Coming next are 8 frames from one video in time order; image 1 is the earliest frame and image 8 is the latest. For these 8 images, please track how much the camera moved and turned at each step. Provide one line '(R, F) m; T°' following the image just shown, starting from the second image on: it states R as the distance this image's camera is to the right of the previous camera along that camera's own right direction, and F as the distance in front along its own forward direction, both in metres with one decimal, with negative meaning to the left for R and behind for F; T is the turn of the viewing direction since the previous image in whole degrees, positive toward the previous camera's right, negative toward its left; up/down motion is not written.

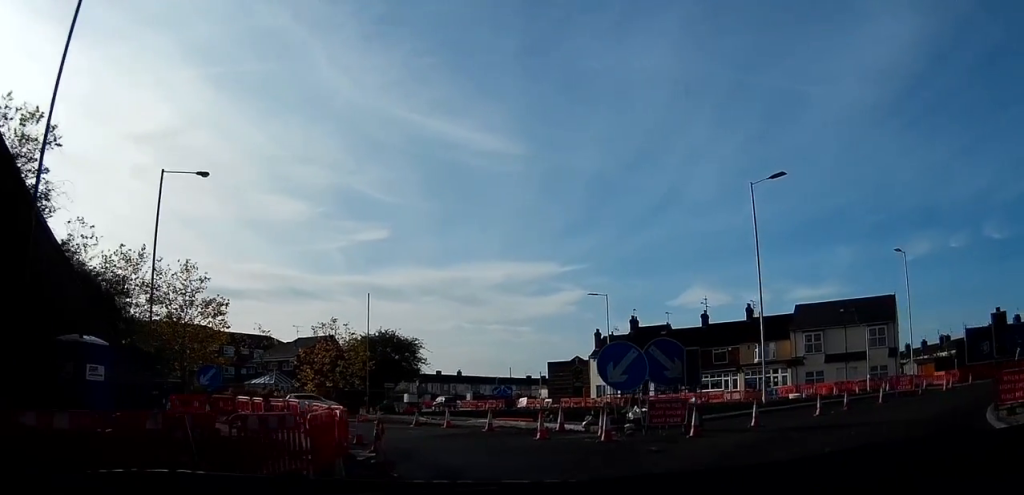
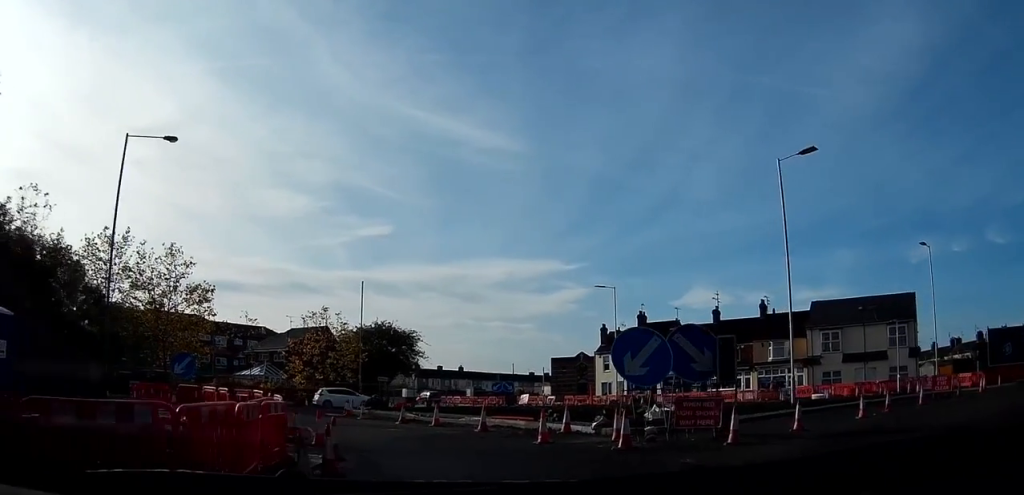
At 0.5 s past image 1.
(+0.2, +3.6) m; +1°
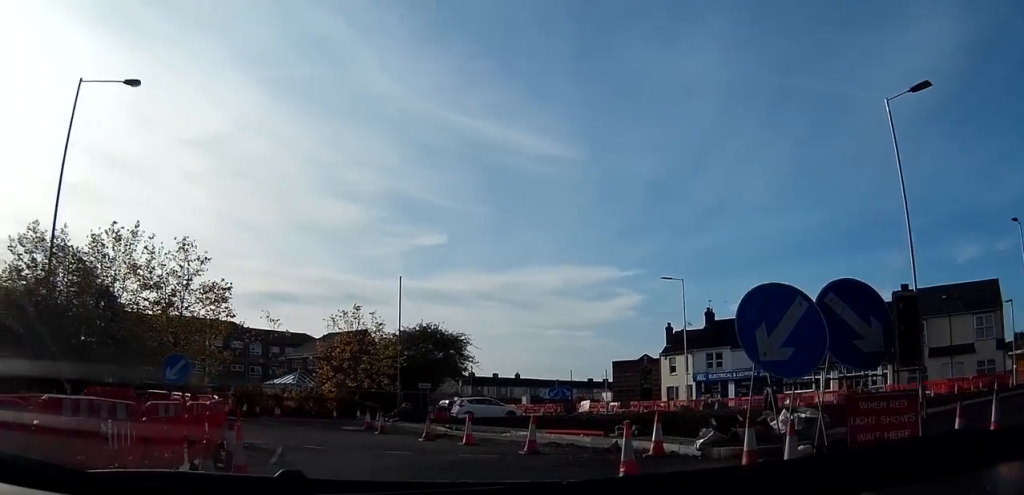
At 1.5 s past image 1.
(+0.1, +7.0) m; -1°
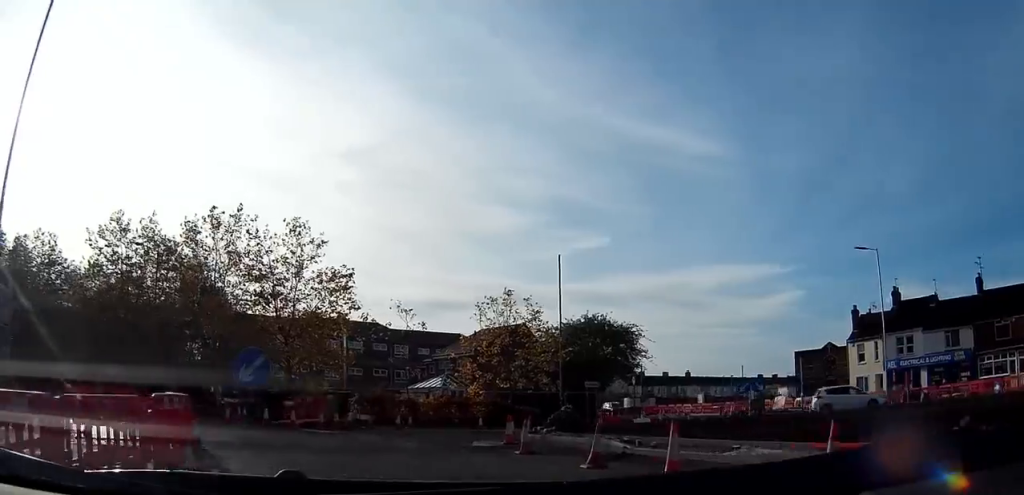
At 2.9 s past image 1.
(-0.2, +9.4) m; -7°
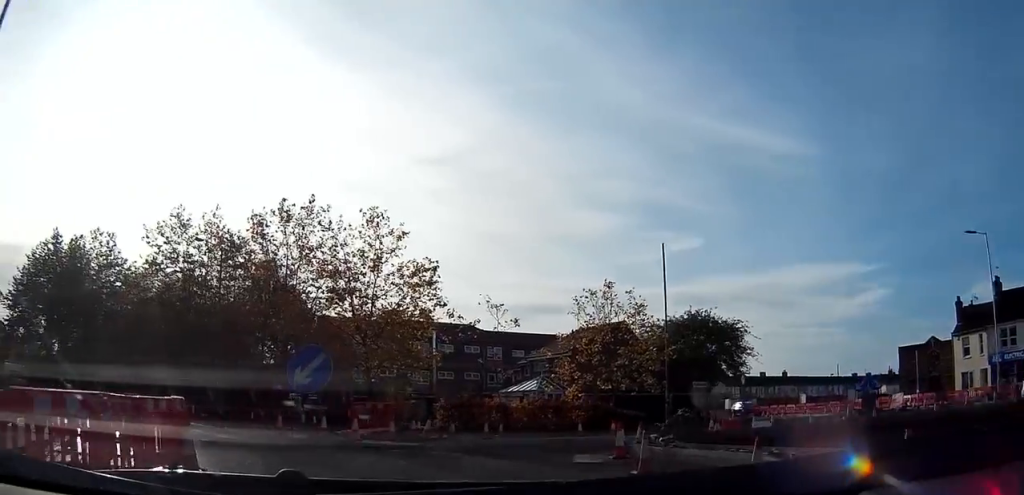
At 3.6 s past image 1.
(-0.4, +4.2) m; -8°
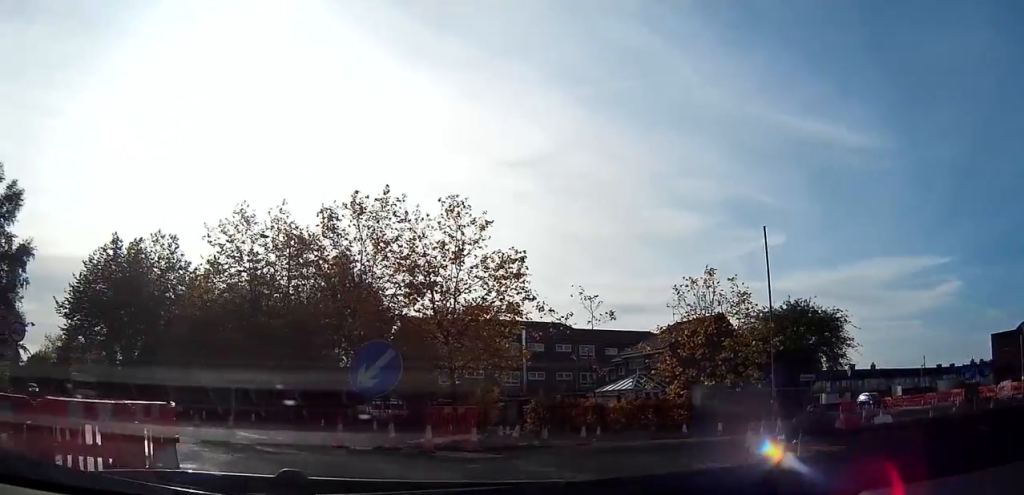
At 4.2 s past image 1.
(-0.2, +3.7) m; -8°
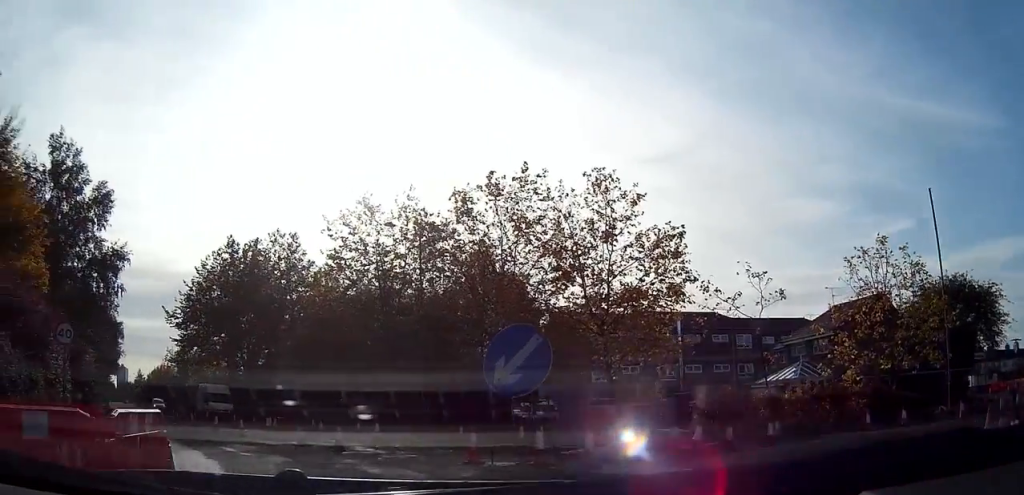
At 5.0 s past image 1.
(-0.2, +4.4) m; -12°
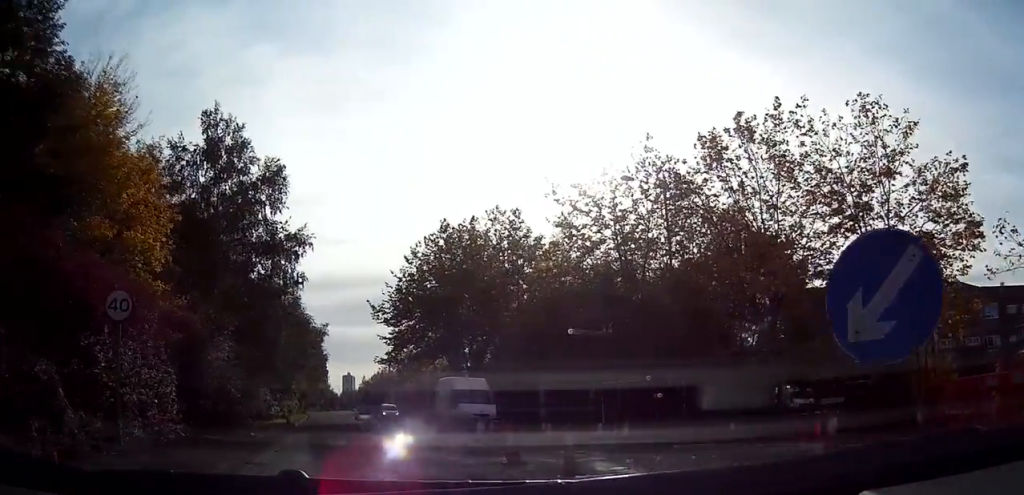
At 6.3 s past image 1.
(-1.3, +6.8) m; -19°
